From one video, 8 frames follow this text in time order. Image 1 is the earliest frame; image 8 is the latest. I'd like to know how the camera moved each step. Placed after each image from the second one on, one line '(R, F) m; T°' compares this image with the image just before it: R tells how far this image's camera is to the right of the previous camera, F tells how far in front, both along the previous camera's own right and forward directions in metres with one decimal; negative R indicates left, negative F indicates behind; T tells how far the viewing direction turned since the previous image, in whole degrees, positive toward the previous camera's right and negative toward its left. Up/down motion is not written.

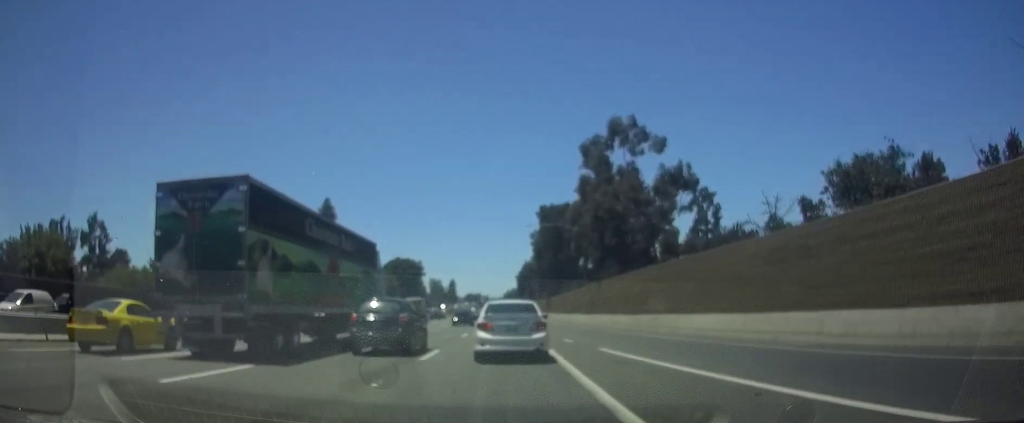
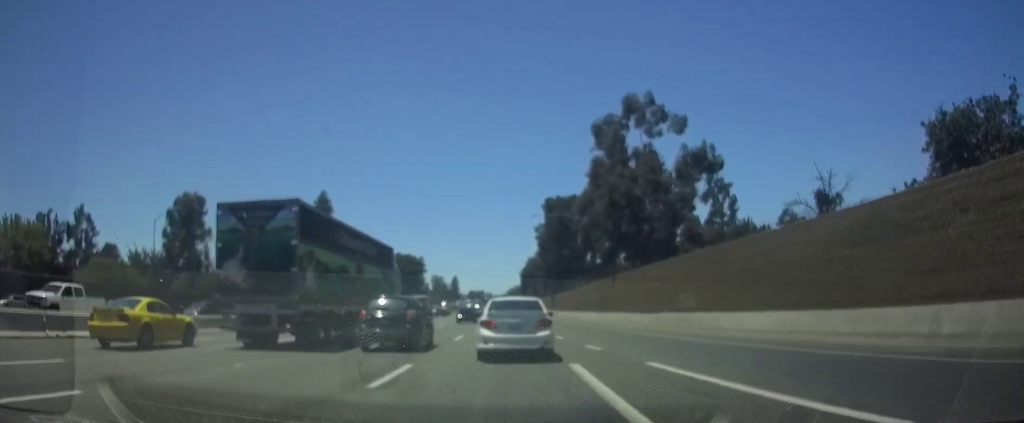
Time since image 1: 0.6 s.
(0.0, +6.3) m; 0°
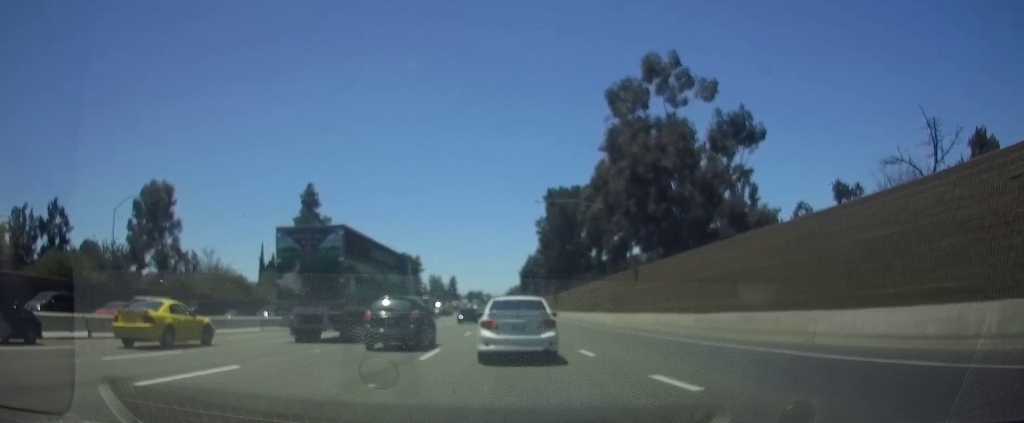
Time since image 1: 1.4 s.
(0.0, +9.1) m; -1°
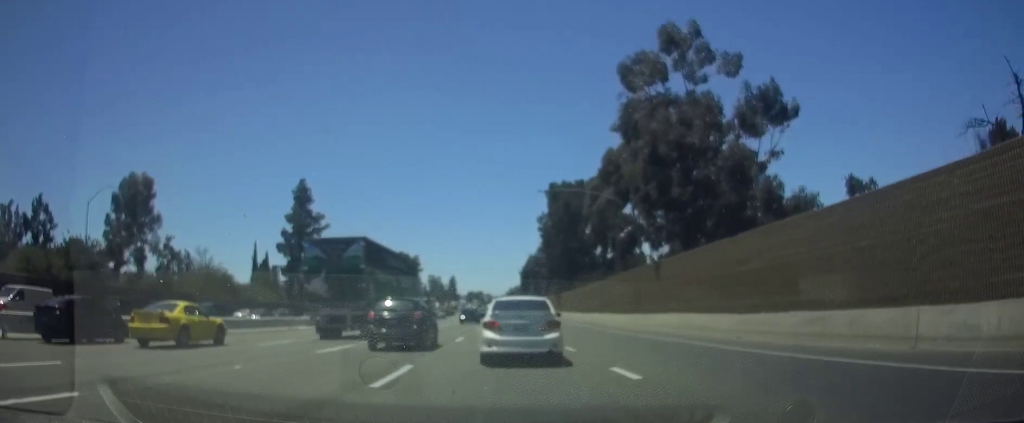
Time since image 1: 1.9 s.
(-0.1, +5.3) m; 0°
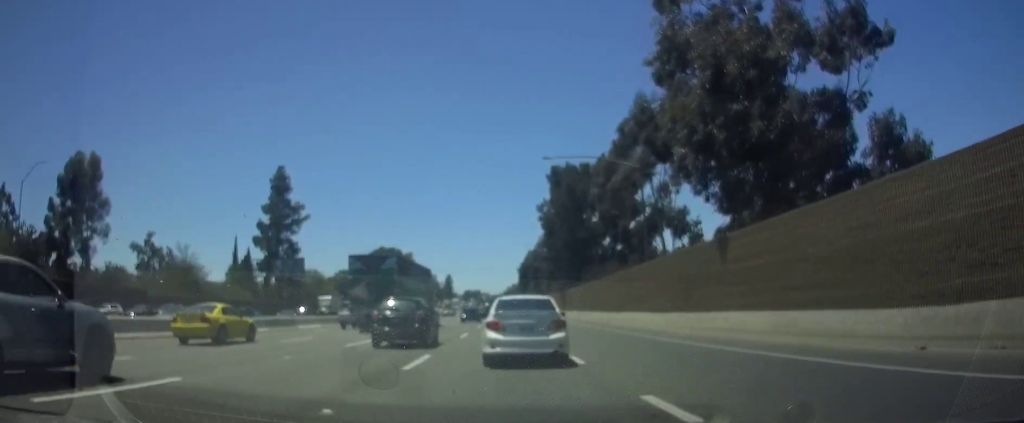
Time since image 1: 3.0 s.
(0.0, +11.5) m; 0°
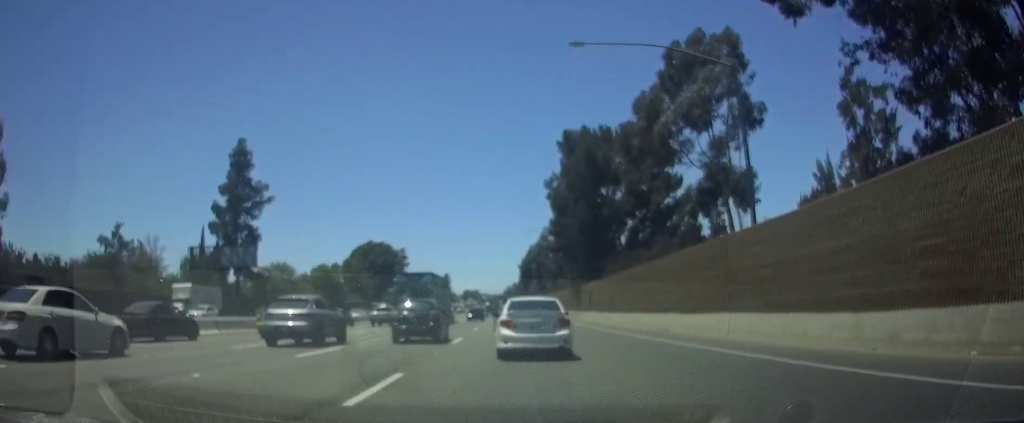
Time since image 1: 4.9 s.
(+0.3, +19.9) m; +1°
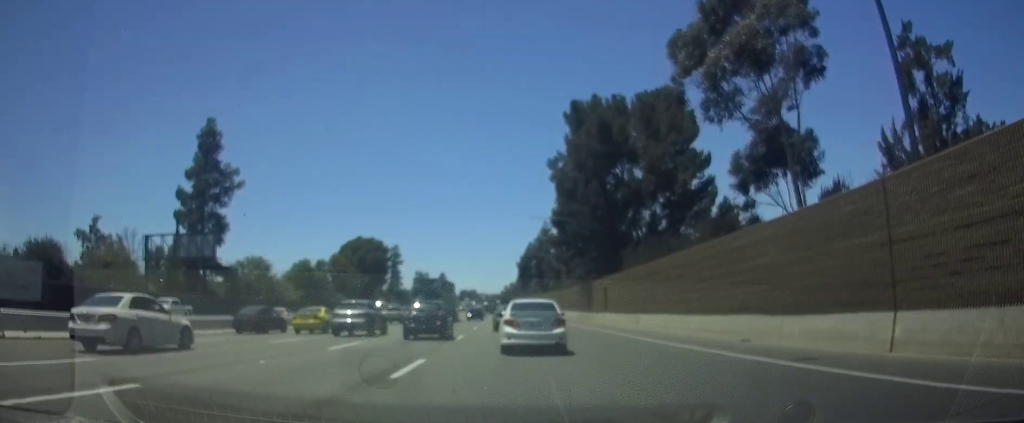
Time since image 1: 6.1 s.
(-0.1, +11.9) m; 0°
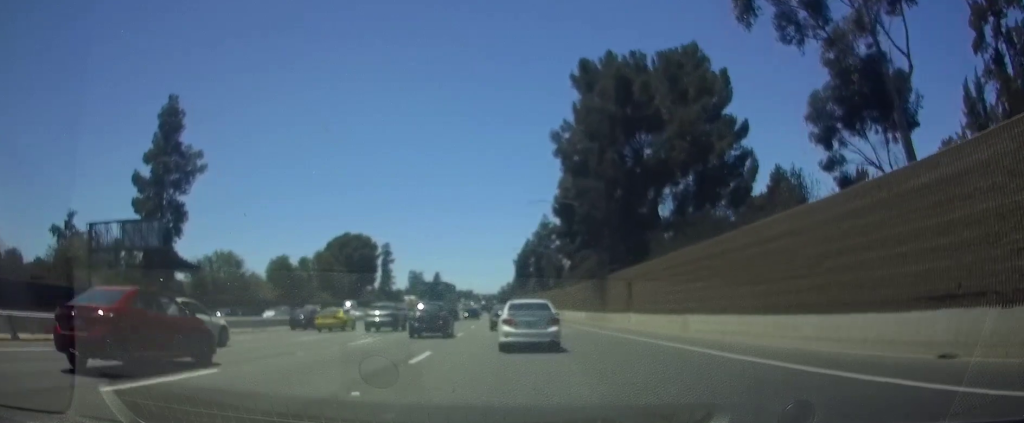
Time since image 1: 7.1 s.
(+0.1, +11.7) m; 0°
